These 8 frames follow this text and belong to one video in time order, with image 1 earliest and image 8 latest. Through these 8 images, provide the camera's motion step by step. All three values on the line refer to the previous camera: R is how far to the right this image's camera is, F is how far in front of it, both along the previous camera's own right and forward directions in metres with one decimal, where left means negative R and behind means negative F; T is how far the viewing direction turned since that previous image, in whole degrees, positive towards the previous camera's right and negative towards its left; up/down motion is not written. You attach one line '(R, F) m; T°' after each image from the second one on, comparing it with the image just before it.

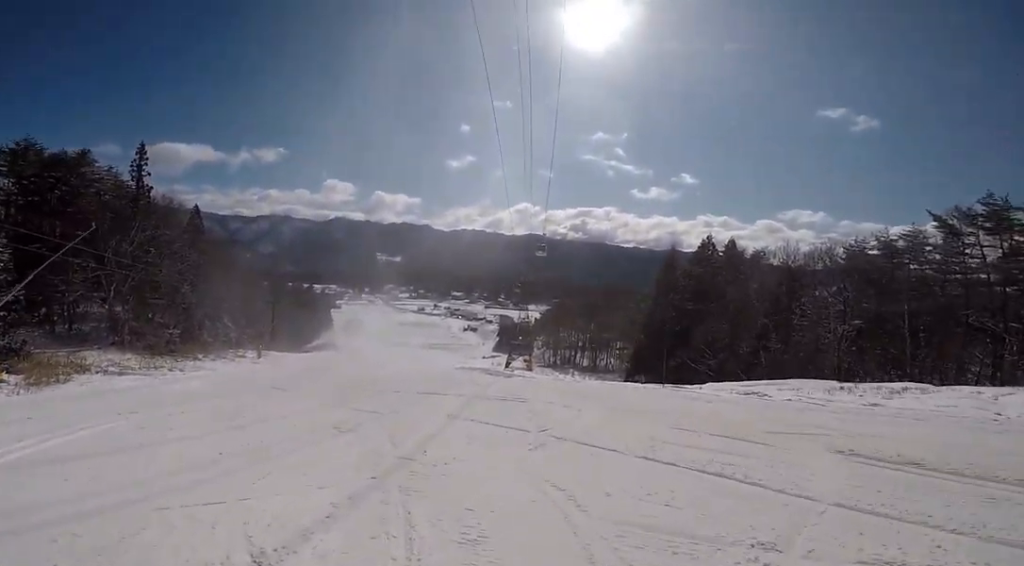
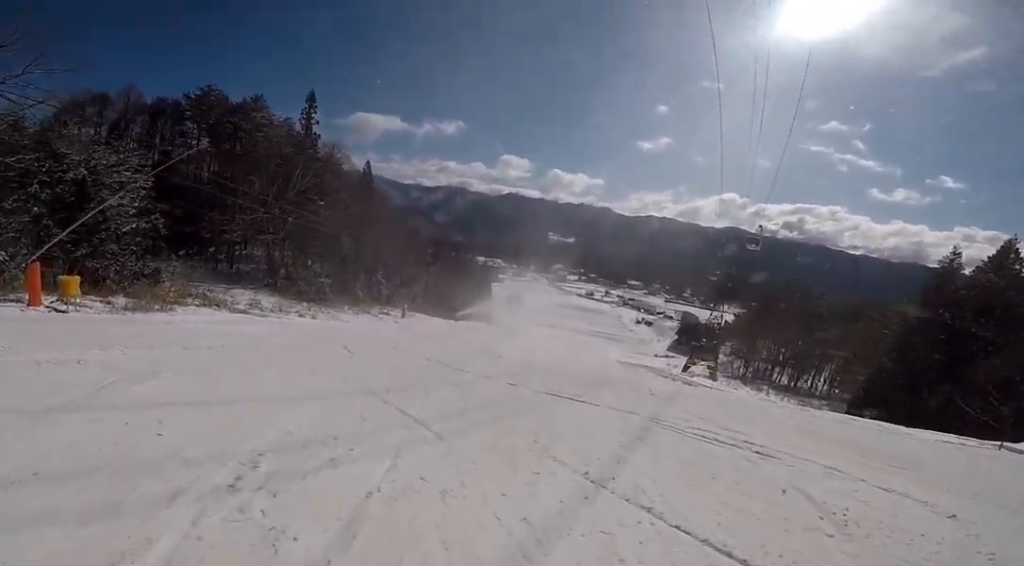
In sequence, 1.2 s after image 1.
(-2.8, +5.2) m; -12°
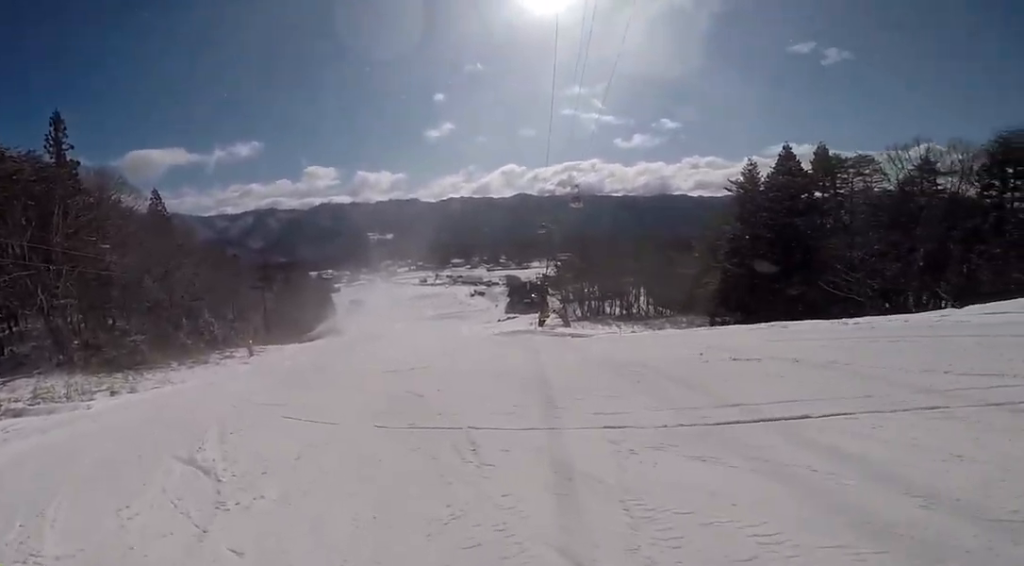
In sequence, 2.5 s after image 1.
(+3.5, +5.3) m; +43°
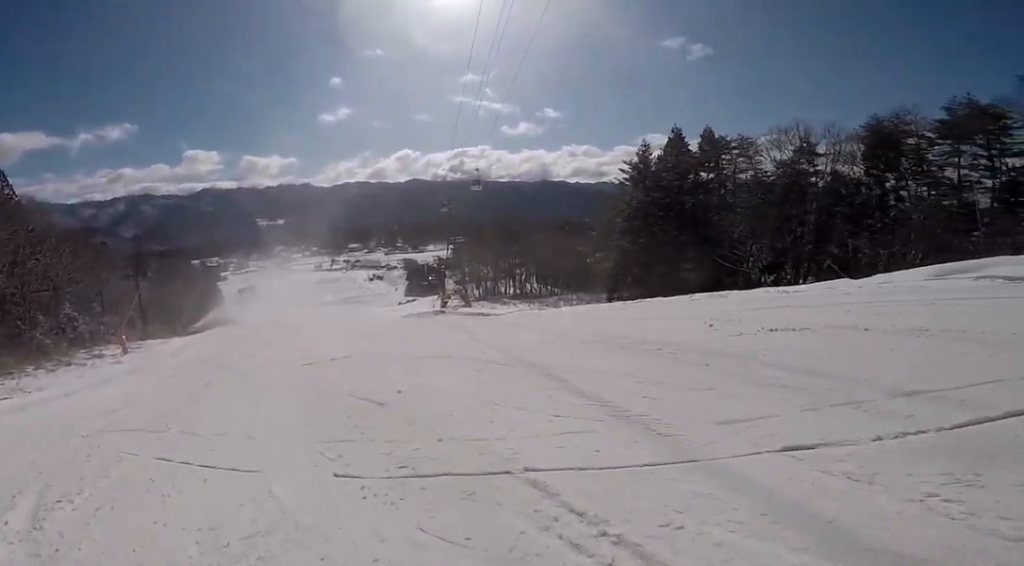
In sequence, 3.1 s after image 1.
(+0.3, +2.6) m; +6°
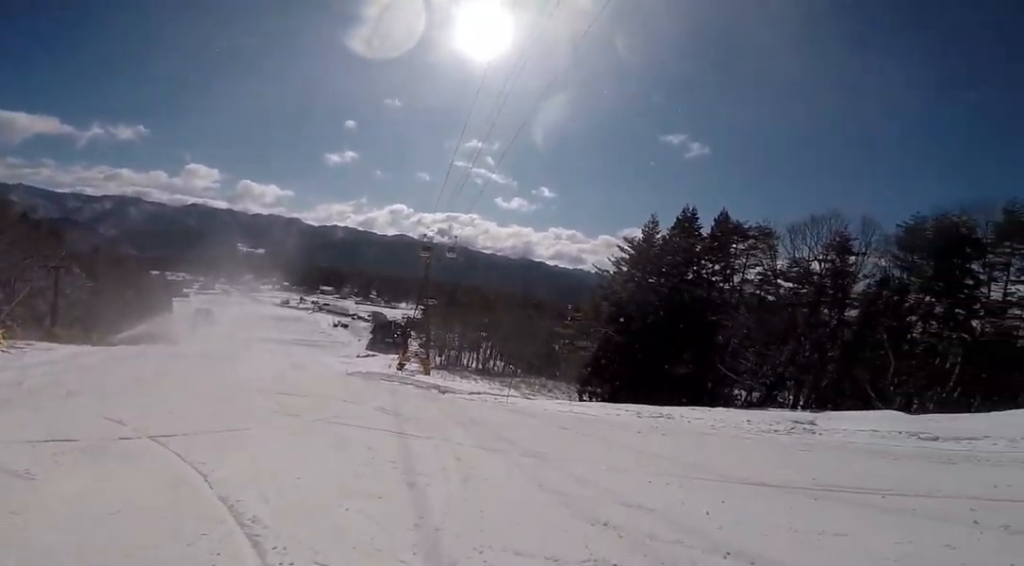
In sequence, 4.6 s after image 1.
(-0.2, +7.6) m; -15°
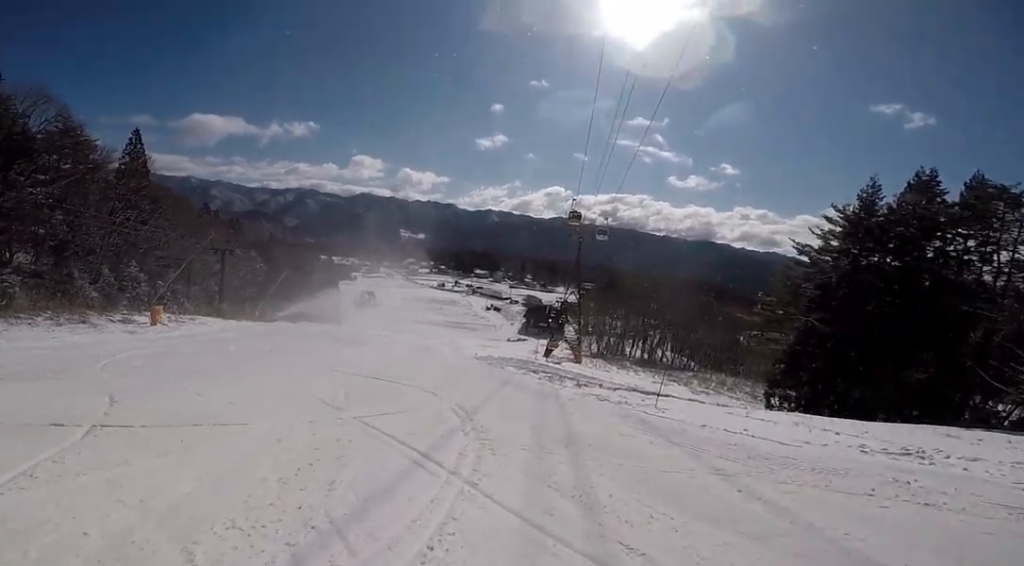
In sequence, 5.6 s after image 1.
(-0.8, +4.5) m; -20°
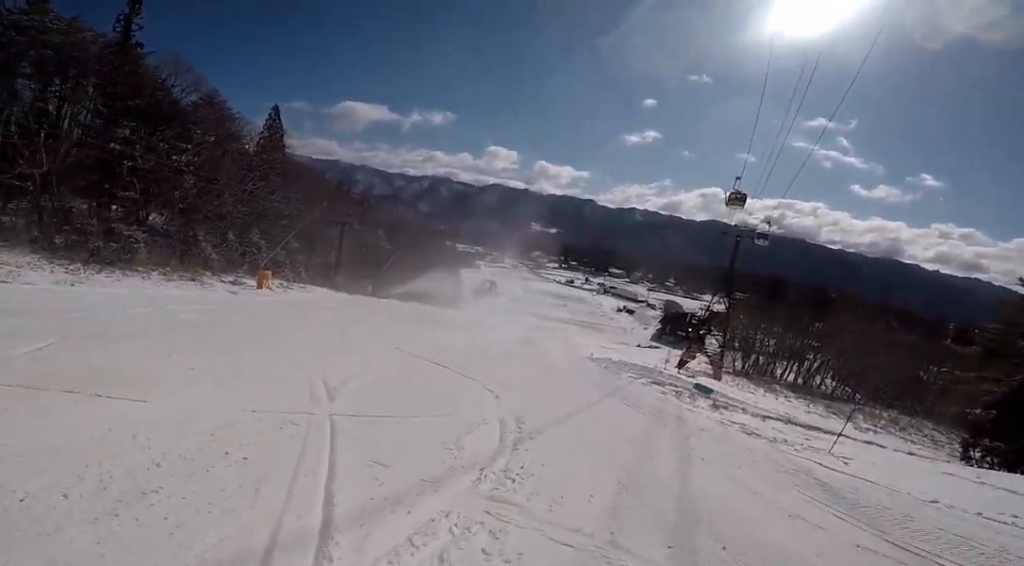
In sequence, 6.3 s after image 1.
(-0.7, +3.8) m; -11°
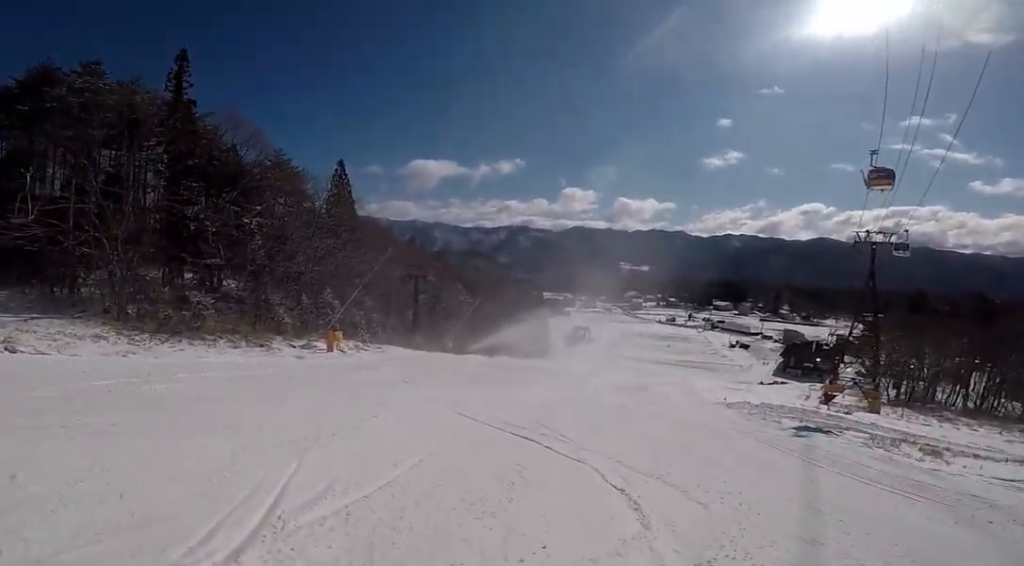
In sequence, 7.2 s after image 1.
(0.0, +4.3) m; +1°
